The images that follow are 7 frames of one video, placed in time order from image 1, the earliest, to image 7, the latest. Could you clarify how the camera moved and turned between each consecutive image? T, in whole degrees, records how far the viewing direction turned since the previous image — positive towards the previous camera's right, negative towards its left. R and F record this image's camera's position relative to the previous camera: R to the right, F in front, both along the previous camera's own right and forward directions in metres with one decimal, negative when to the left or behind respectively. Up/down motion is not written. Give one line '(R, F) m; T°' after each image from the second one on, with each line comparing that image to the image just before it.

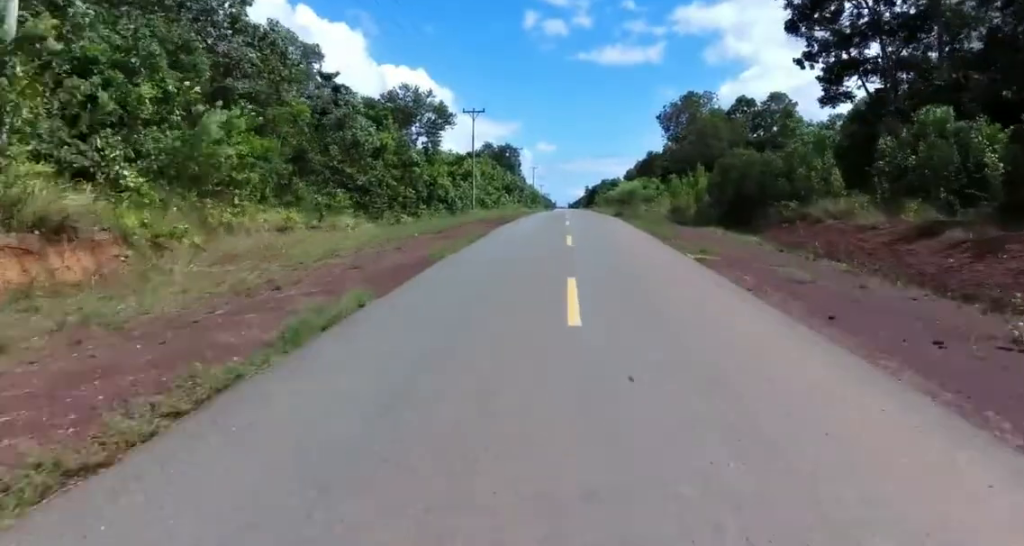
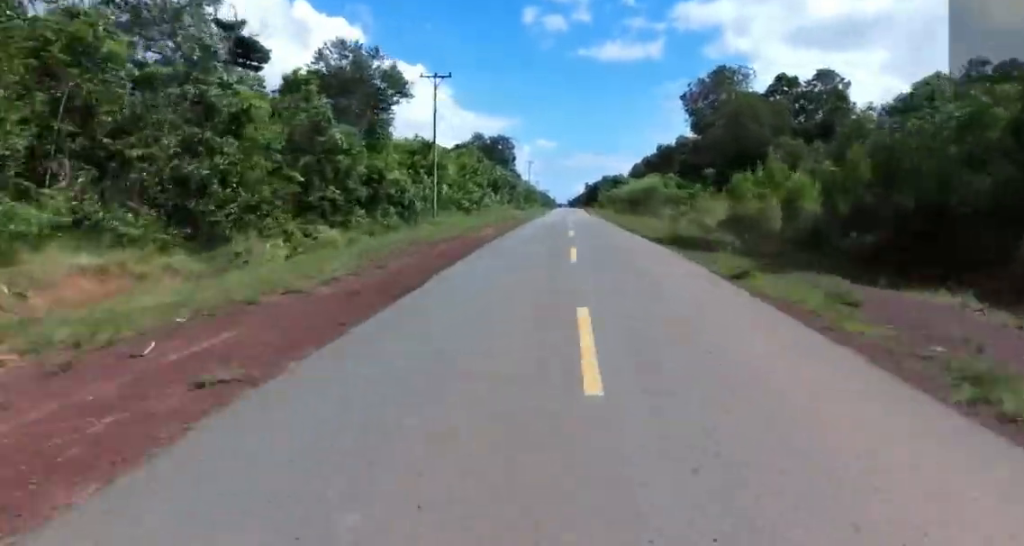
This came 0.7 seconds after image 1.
(0.0, +18.1) m; 0°
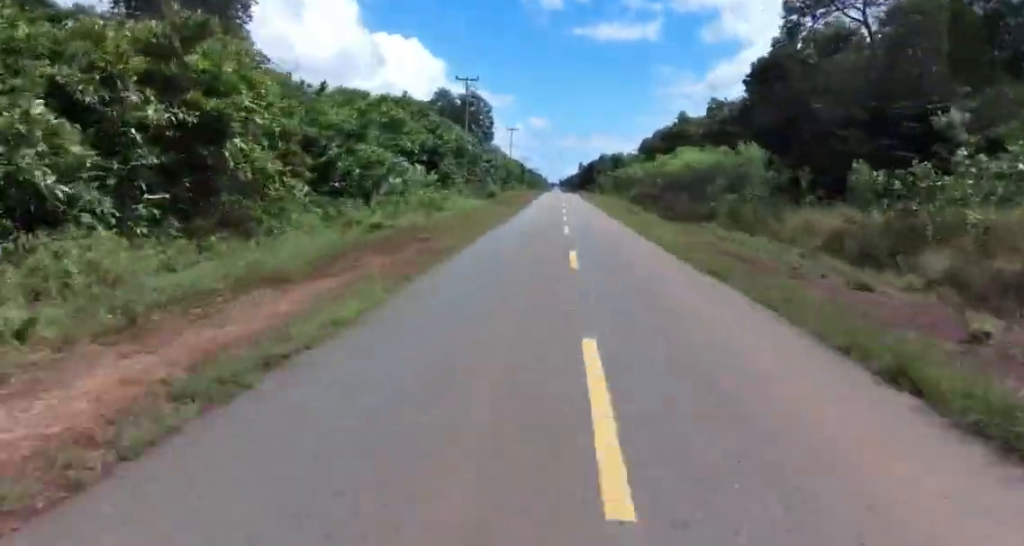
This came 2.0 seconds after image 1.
(0.0, +35.3) m; 0°
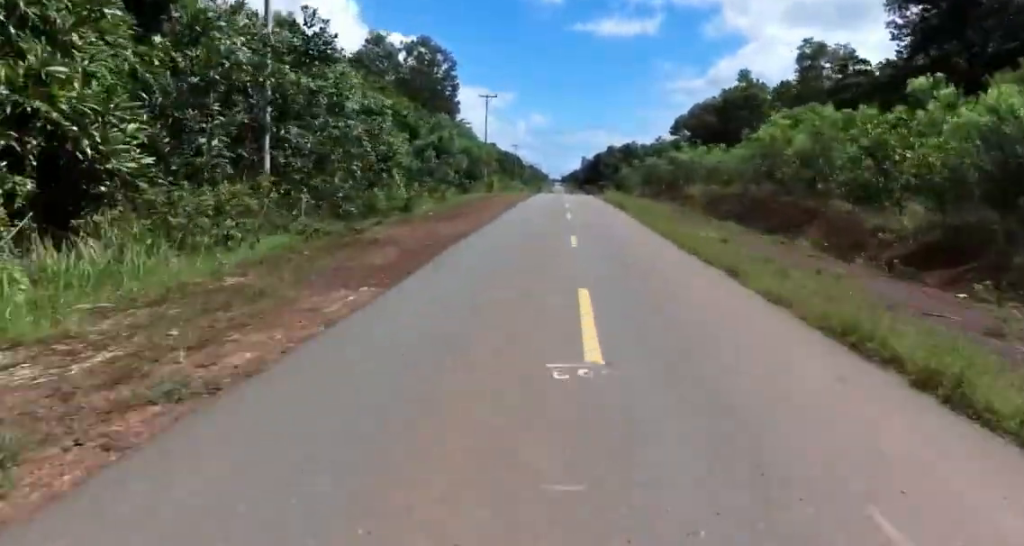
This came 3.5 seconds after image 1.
(0.0, +38.0) m; +1°
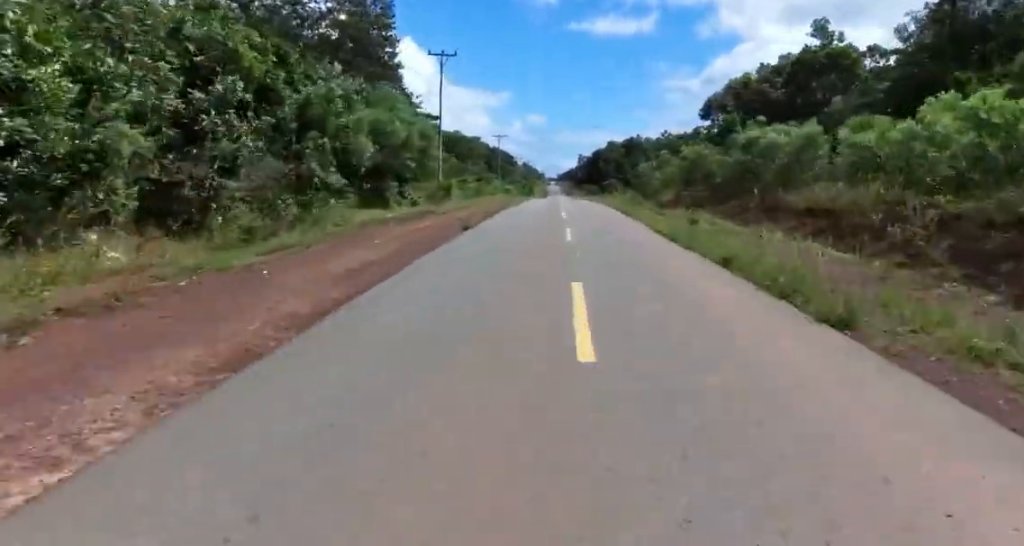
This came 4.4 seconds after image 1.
(+0.3, +25.1) m; +1°
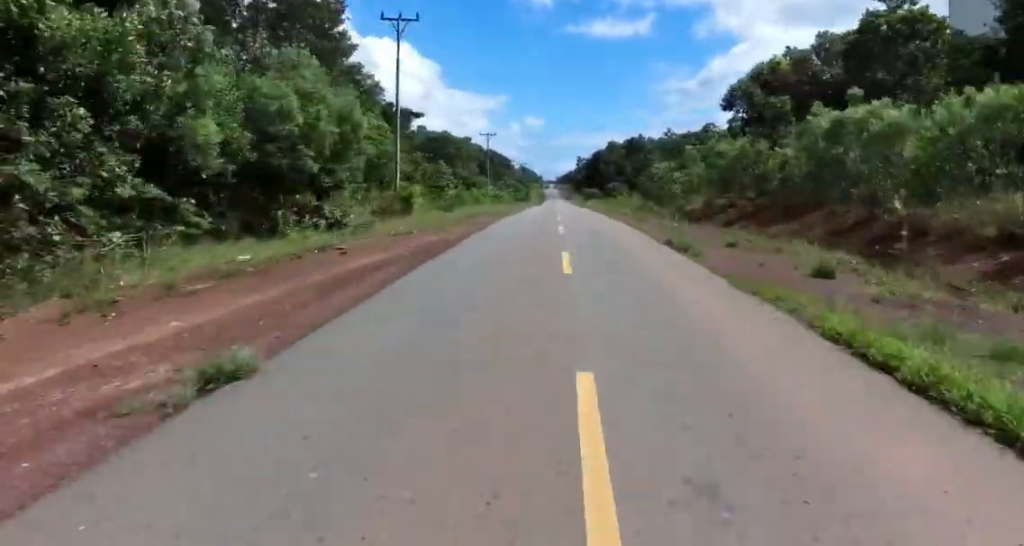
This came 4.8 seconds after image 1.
(+0.3, +11.5) m; 0°
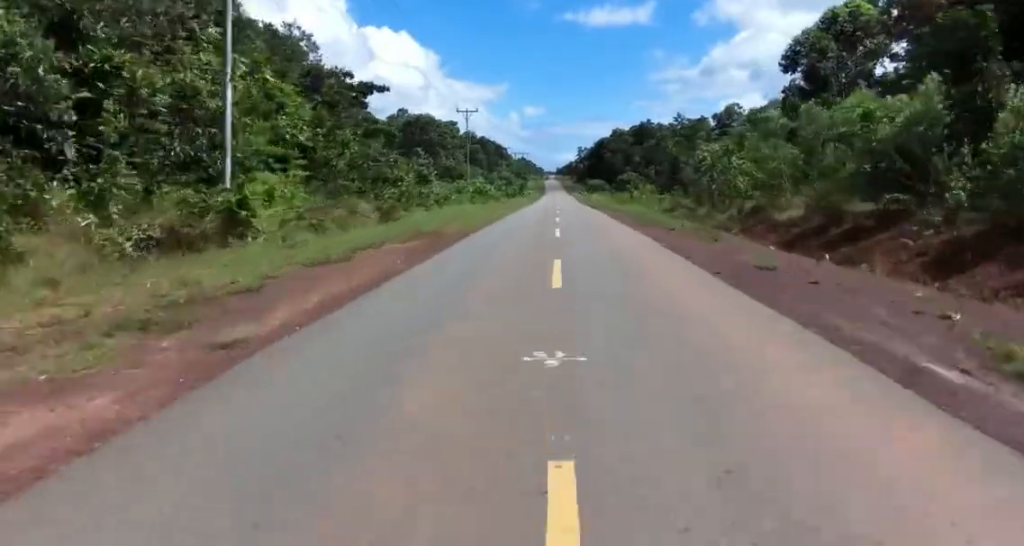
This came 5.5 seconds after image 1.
(-0.2, +18.0) m; -1°
